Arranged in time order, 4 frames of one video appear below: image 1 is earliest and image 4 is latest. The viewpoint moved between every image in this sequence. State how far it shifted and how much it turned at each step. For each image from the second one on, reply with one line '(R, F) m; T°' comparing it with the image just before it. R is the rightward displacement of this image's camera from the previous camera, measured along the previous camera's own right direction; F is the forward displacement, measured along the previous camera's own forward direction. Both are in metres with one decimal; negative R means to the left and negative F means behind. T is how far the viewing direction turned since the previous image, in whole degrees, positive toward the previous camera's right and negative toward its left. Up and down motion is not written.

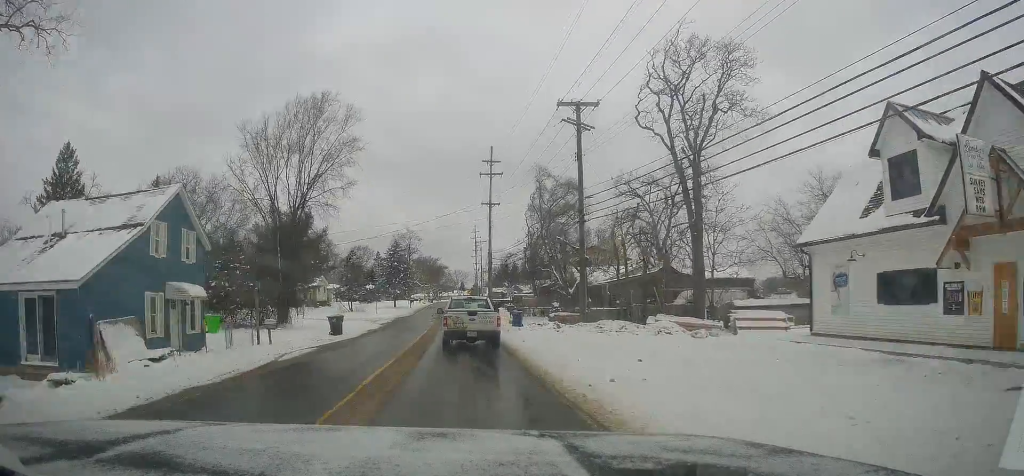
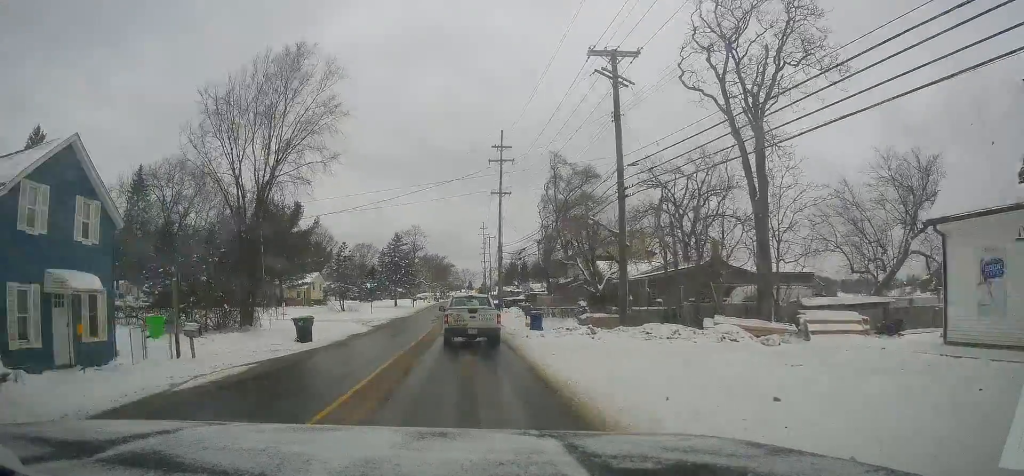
(-0.1, +7.5) m; -1°
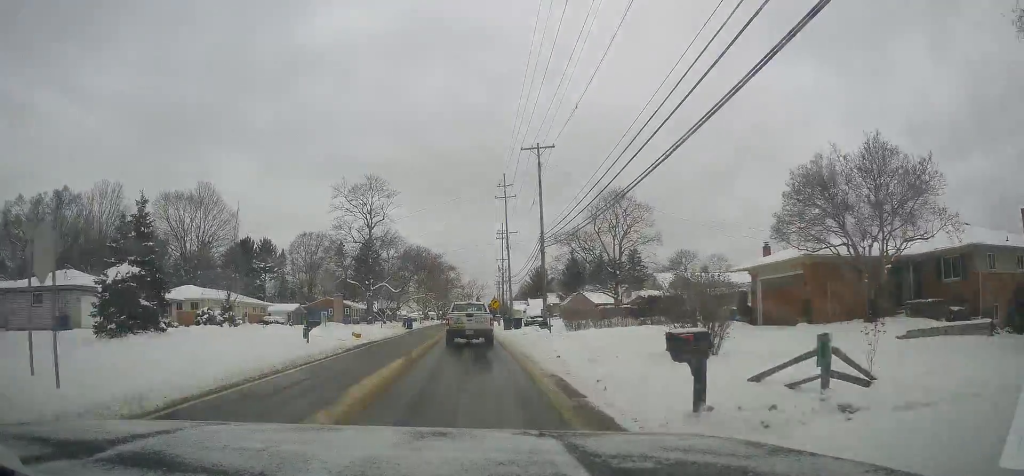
(-5.2, +76.8) m; -4°
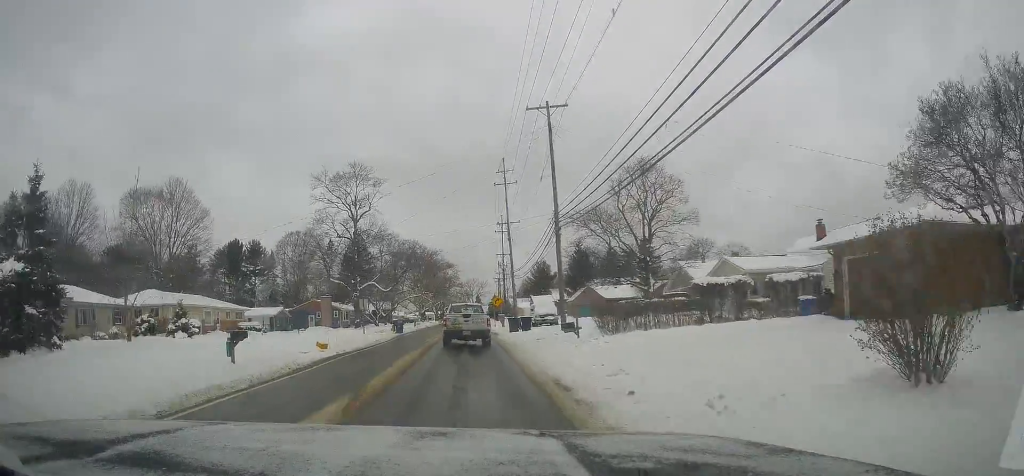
(+0.1, +8.4) m; 0°
